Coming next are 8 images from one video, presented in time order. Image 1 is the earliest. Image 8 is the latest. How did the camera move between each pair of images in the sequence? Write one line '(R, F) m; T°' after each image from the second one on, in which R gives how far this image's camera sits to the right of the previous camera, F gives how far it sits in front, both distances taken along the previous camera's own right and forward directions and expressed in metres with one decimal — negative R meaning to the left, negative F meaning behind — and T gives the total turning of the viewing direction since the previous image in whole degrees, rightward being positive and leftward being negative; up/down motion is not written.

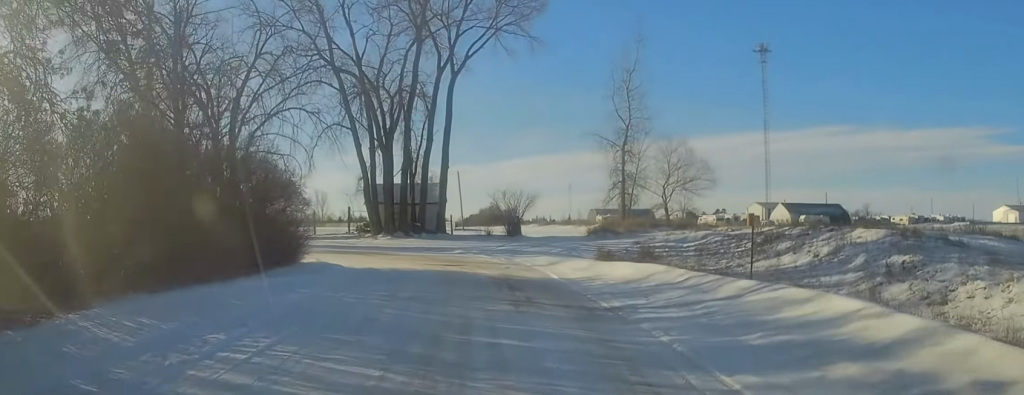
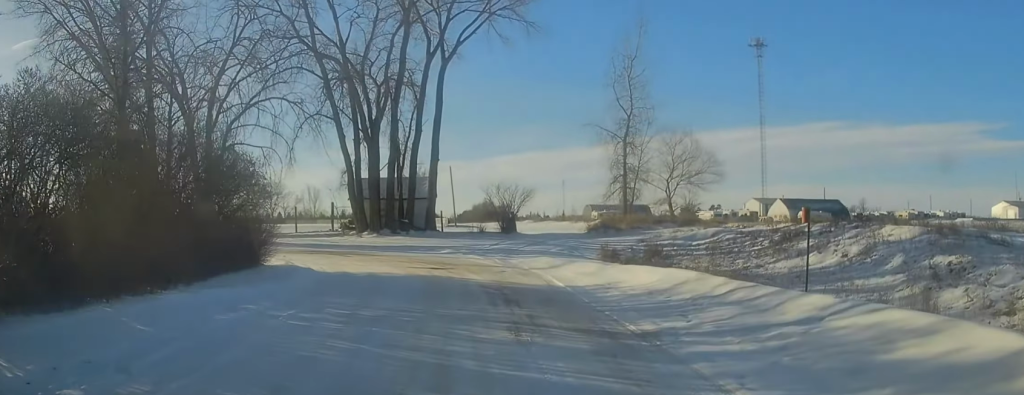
(+0.1, +3.1) m; +2°
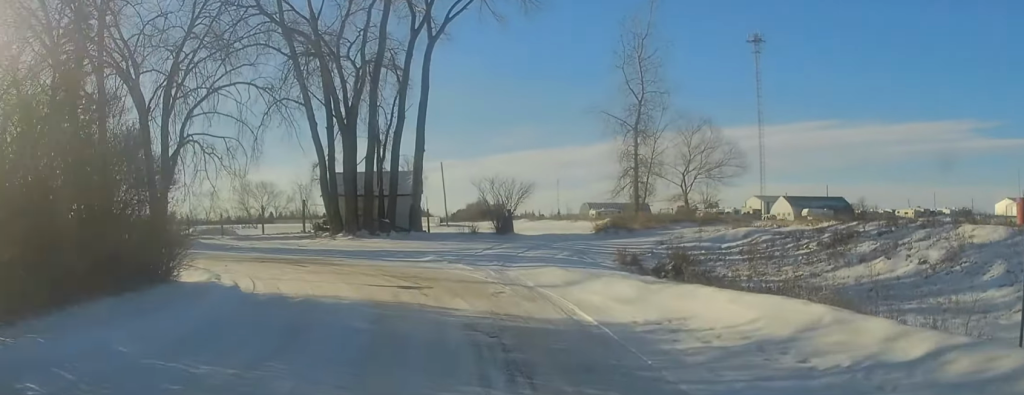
(+0.3, +5.7) m; +3°
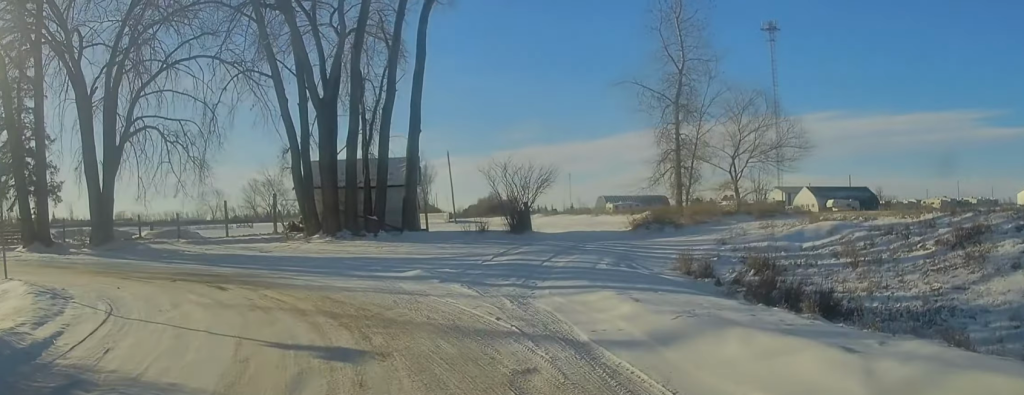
(0.0, +7.4) m; -2°
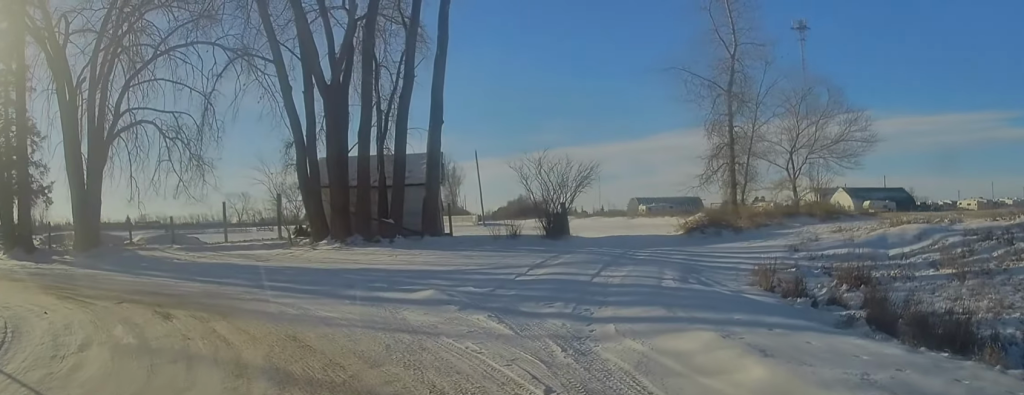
(+0.1, +4.0) m; -3°
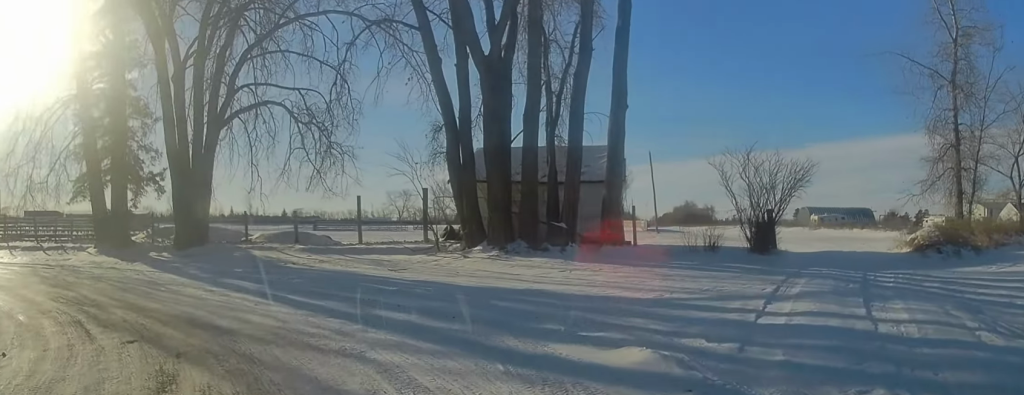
(-0.5, +5.4) m; -12°
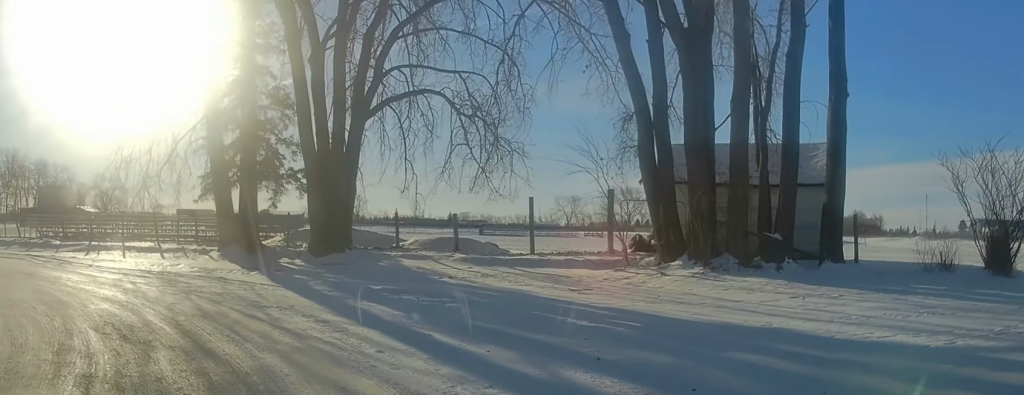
(-0.6, +4.0) m; -14°
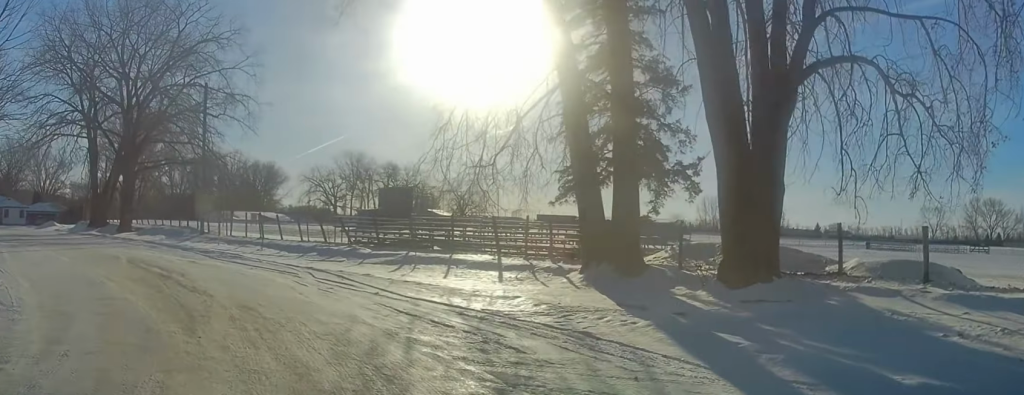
(-1.7, +6.7) m; -28°
